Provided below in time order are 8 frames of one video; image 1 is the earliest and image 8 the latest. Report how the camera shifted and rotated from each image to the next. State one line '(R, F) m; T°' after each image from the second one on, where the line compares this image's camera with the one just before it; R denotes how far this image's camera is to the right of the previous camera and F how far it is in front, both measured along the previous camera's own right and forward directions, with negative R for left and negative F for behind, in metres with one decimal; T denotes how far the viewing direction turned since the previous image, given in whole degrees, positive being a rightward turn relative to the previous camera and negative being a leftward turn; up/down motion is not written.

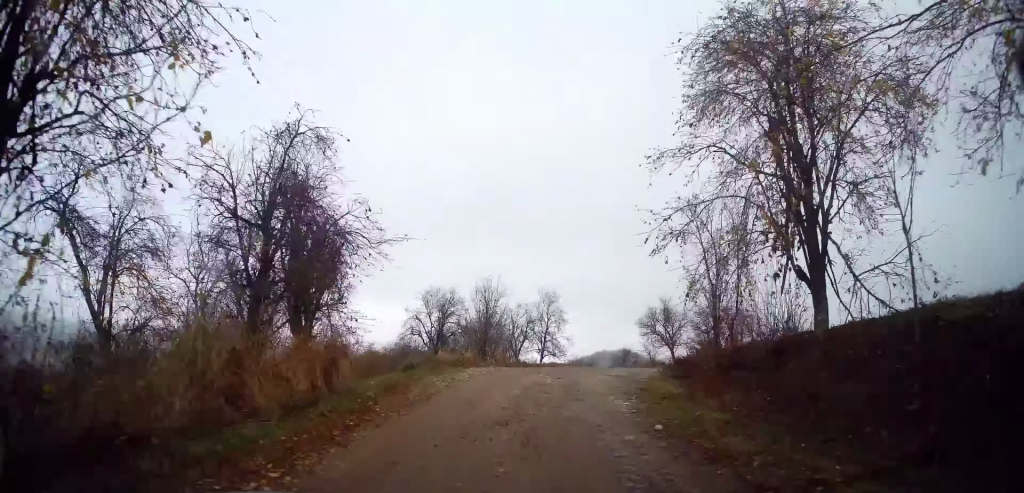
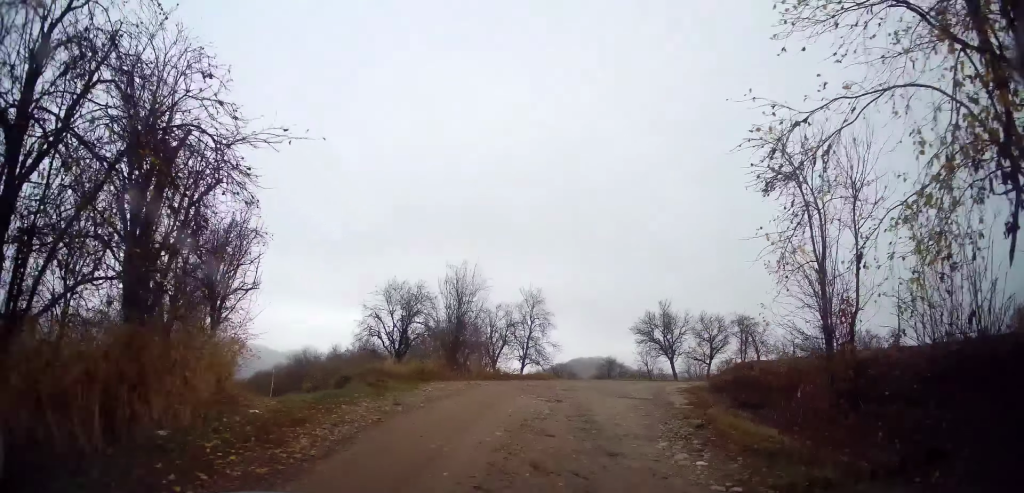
(0.0, +5.1) m; +2°
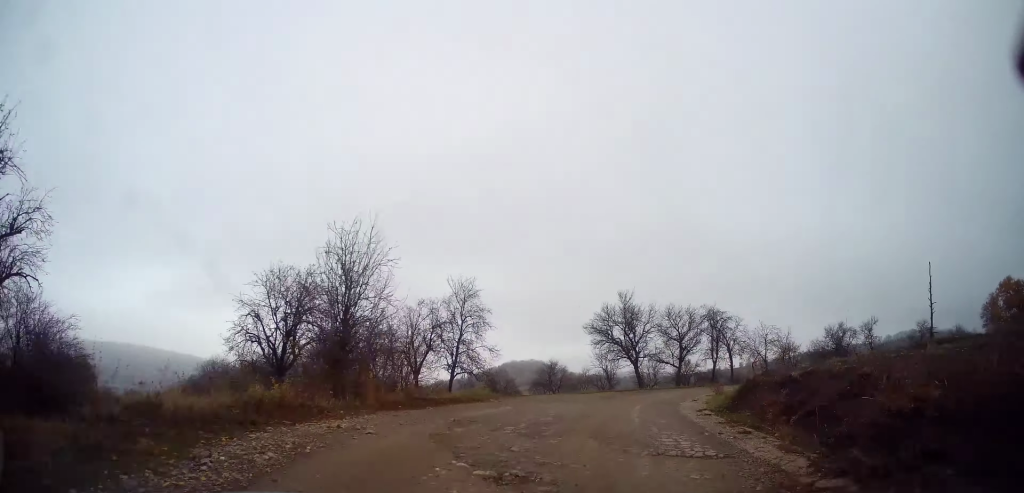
(+0.1, +6.9) m; +6°
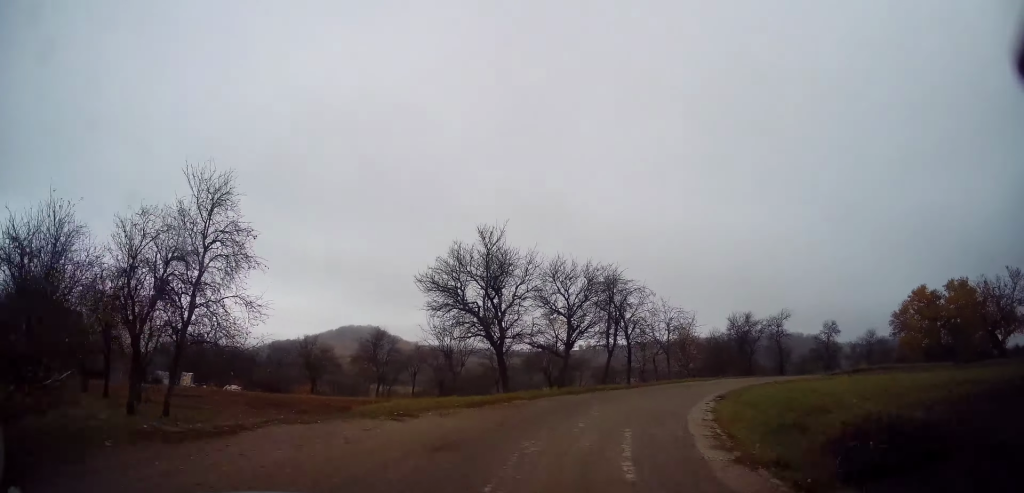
(+1.8, +12.2) m; +18°
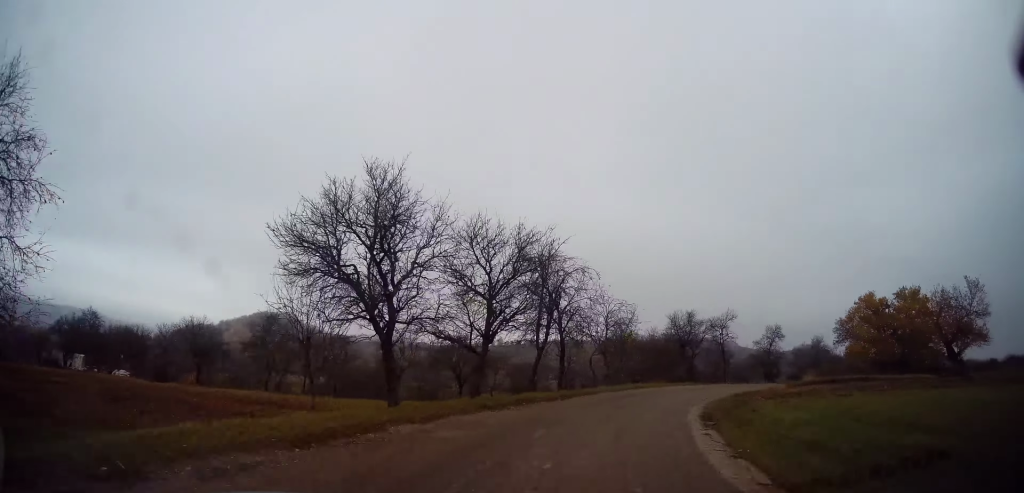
(+0.5, +5.5) m; +9°
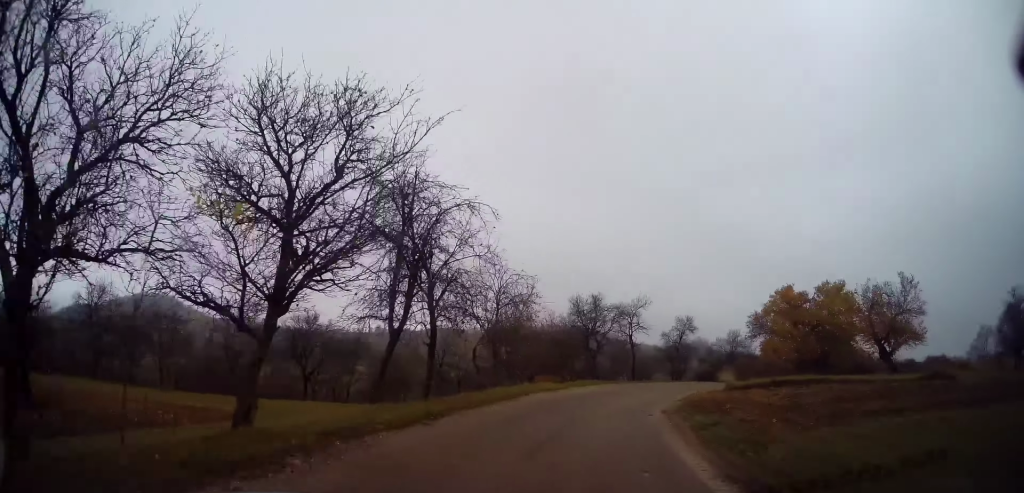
(+0.7, +6.9) m; +10°
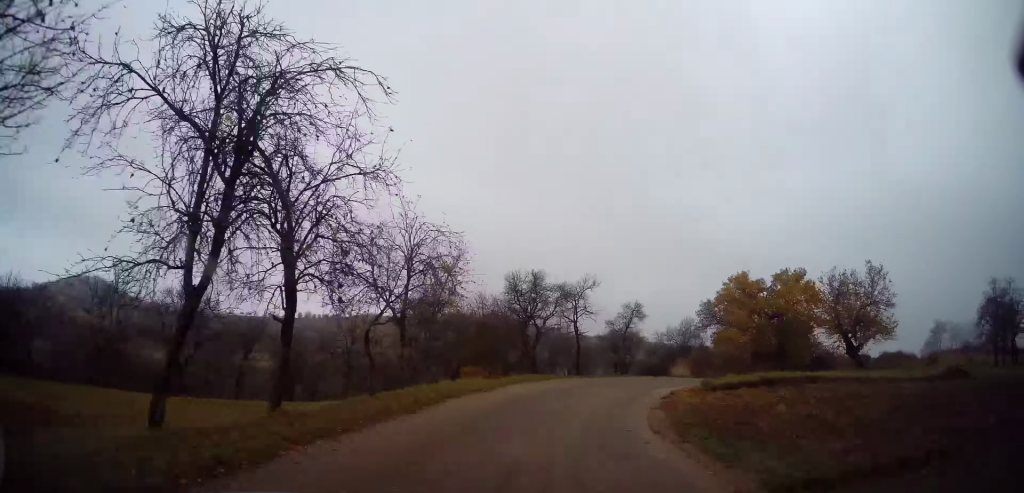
(0.0, +4.9) m; +6°
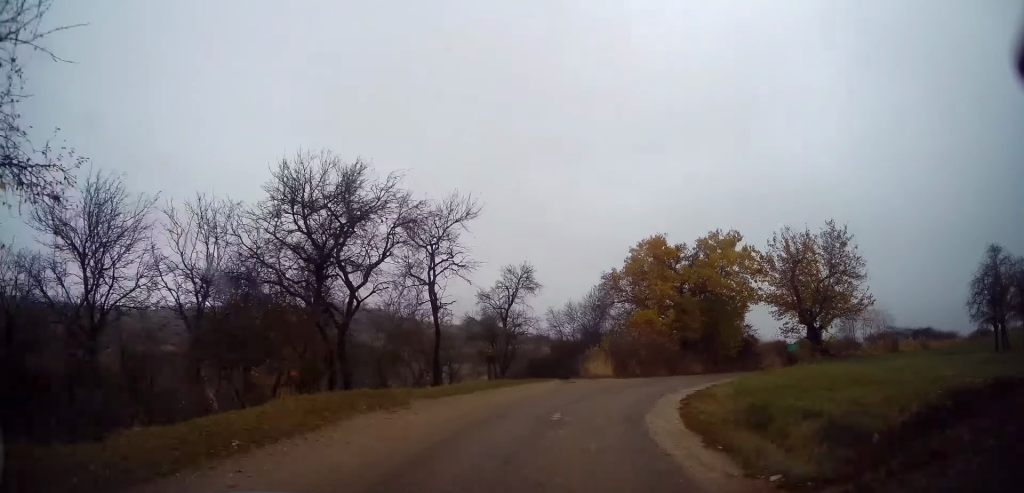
(+2.2, +12.8) m; +19°
